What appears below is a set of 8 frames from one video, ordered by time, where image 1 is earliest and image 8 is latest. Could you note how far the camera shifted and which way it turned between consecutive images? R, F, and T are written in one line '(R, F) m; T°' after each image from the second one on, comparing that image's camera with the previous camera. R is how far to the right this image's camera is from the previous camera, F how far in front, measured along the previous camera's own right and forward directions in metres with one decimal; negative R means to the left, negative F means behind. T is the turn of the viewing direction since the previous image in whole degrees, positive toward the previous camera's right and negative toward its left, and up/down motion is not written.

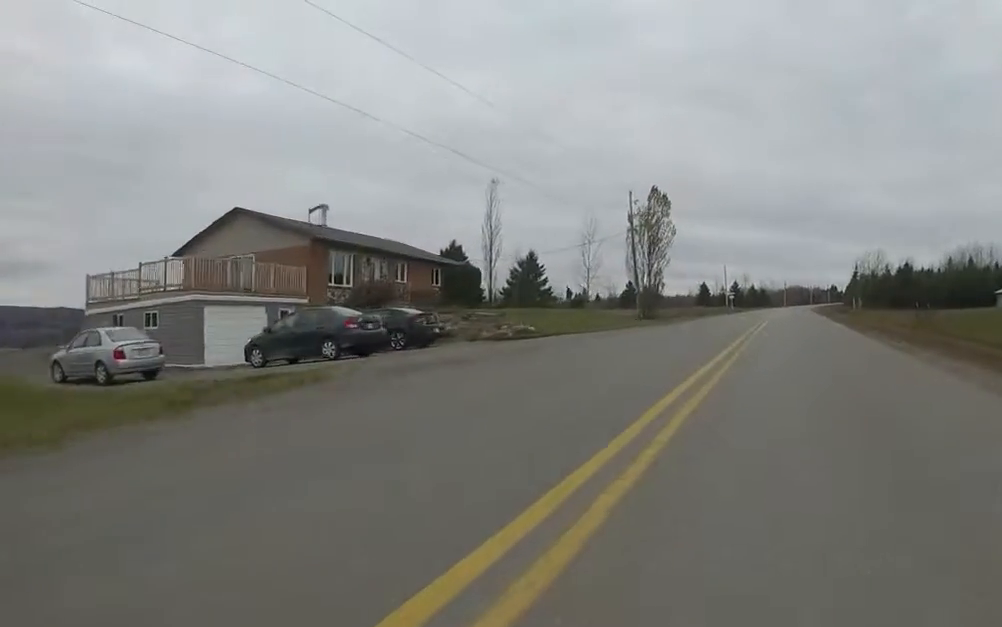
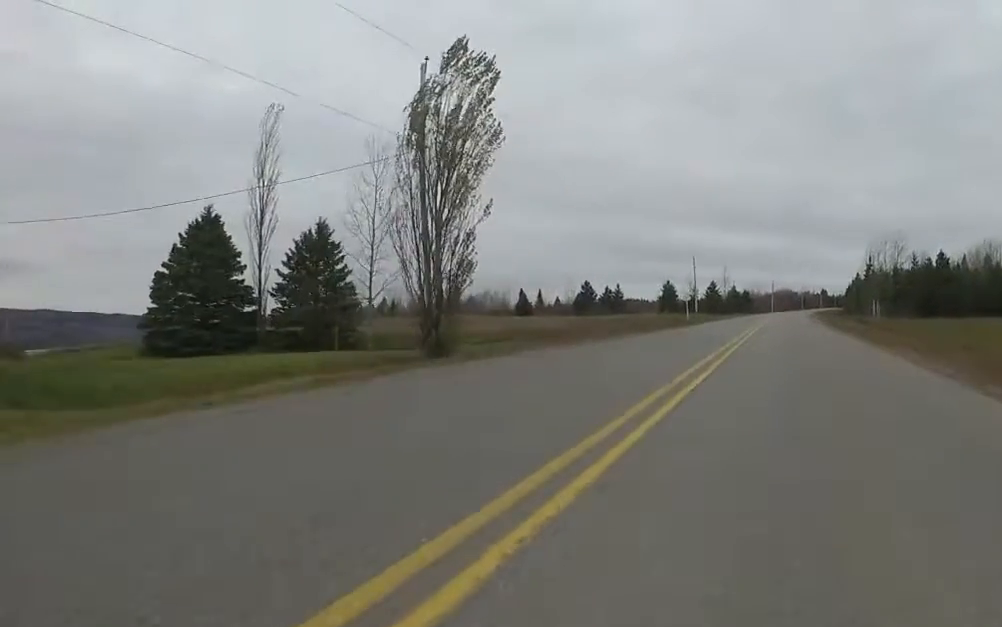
(-0.2, +25.4) m; 0°
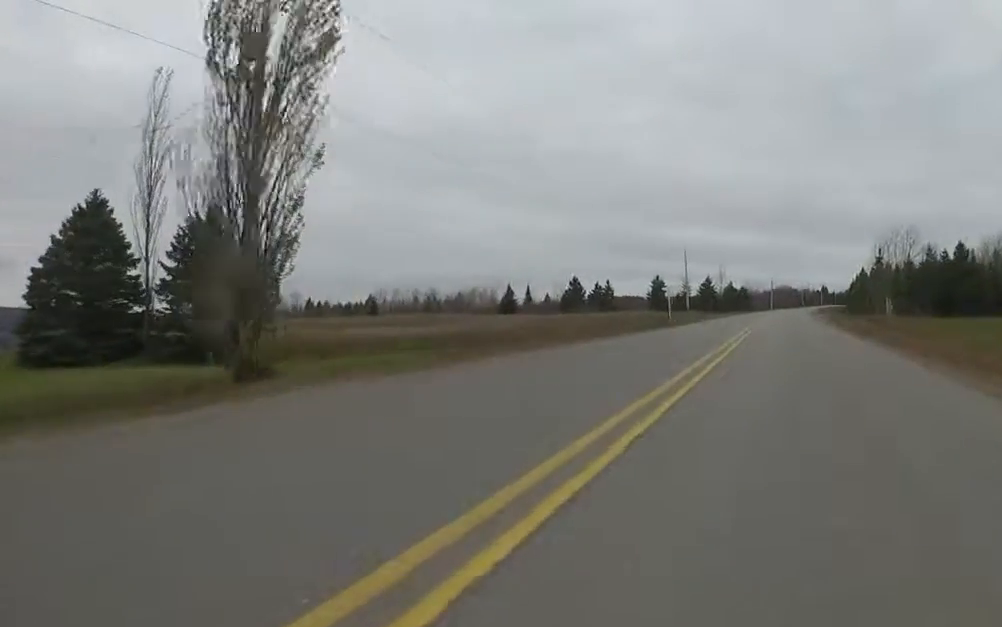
(-0.1, +7.2) m; -1°
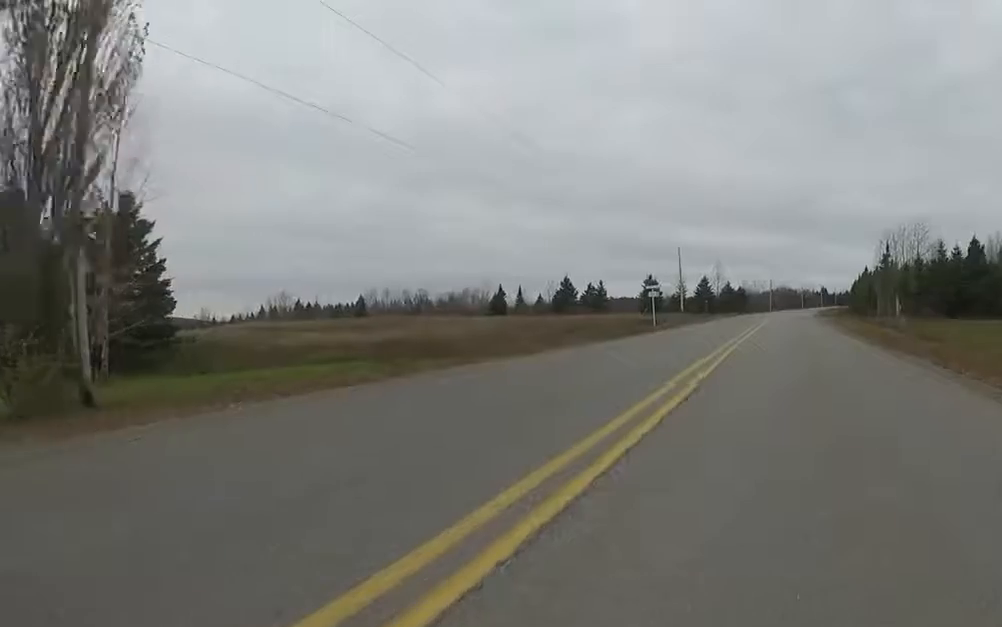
(+0.1, +4.6) m; -1°
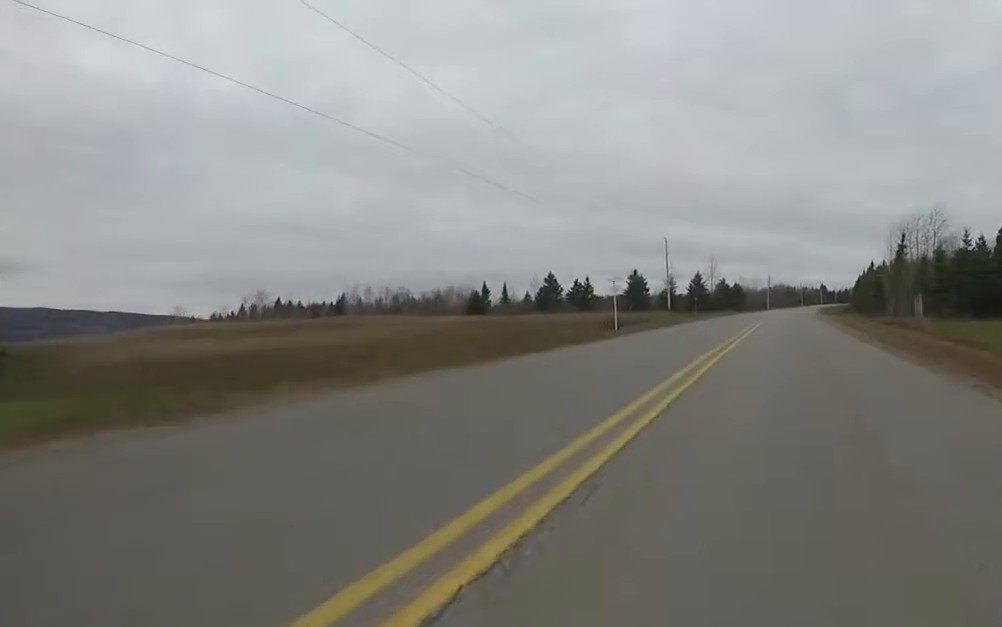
(-0.1, +8.0) m; -2°
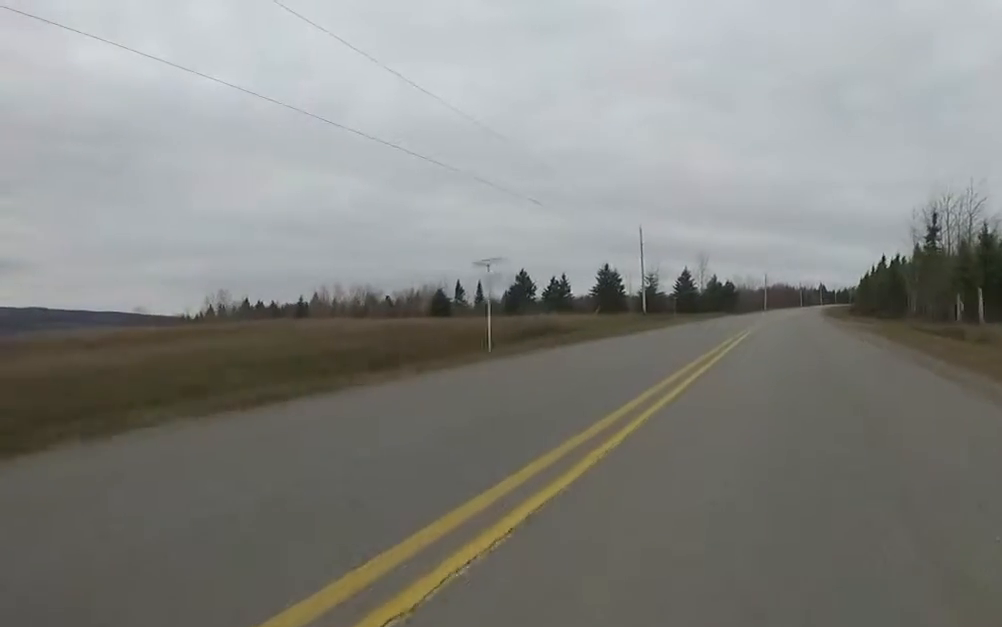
(-0.4, +12.1) m; +1°
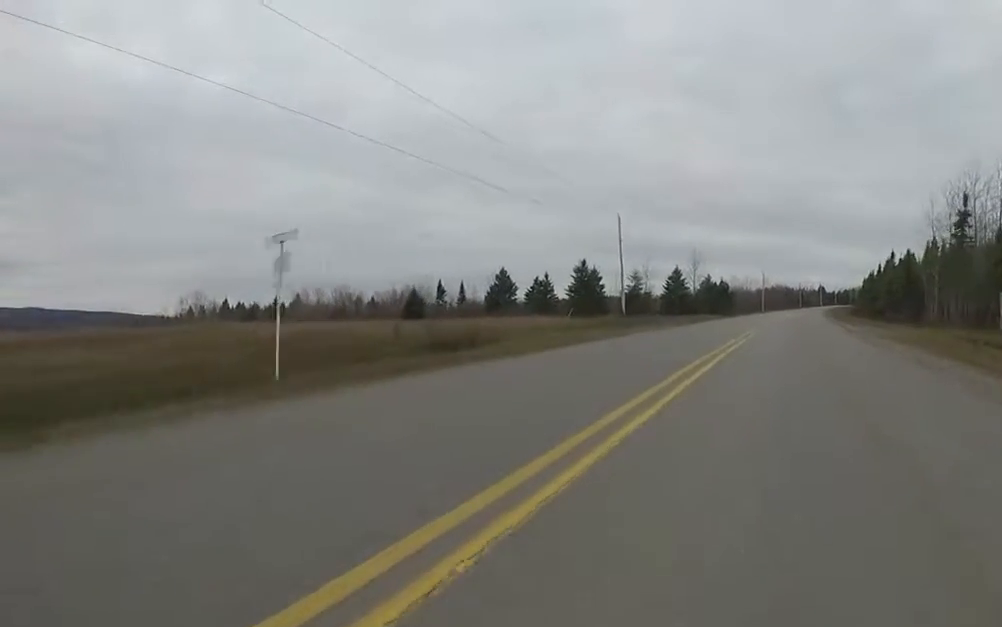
(+0.1, +7.2) m; +3°
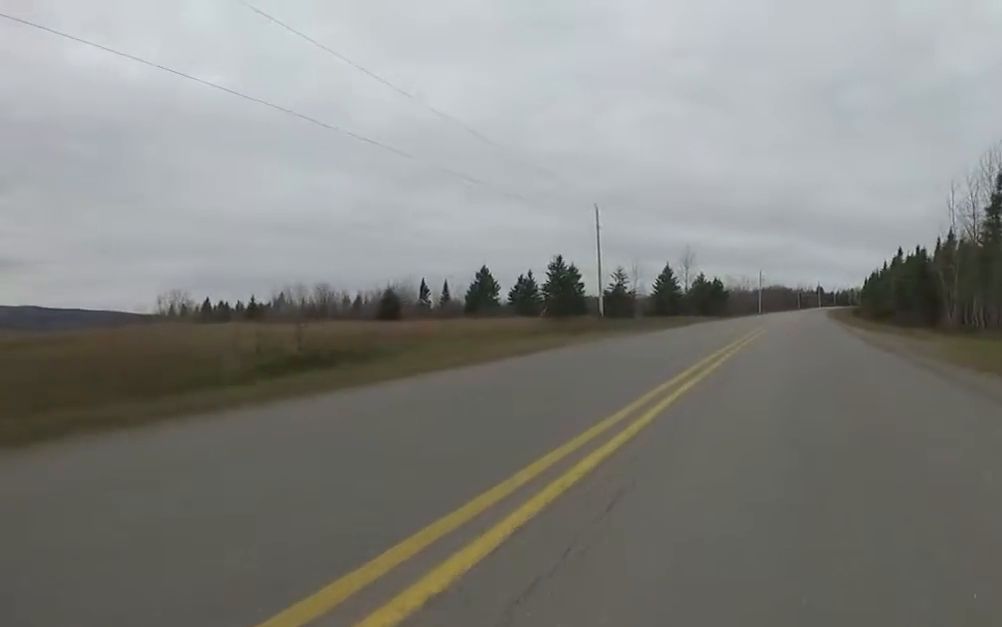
(+0.2, +5.7) m; +1°
